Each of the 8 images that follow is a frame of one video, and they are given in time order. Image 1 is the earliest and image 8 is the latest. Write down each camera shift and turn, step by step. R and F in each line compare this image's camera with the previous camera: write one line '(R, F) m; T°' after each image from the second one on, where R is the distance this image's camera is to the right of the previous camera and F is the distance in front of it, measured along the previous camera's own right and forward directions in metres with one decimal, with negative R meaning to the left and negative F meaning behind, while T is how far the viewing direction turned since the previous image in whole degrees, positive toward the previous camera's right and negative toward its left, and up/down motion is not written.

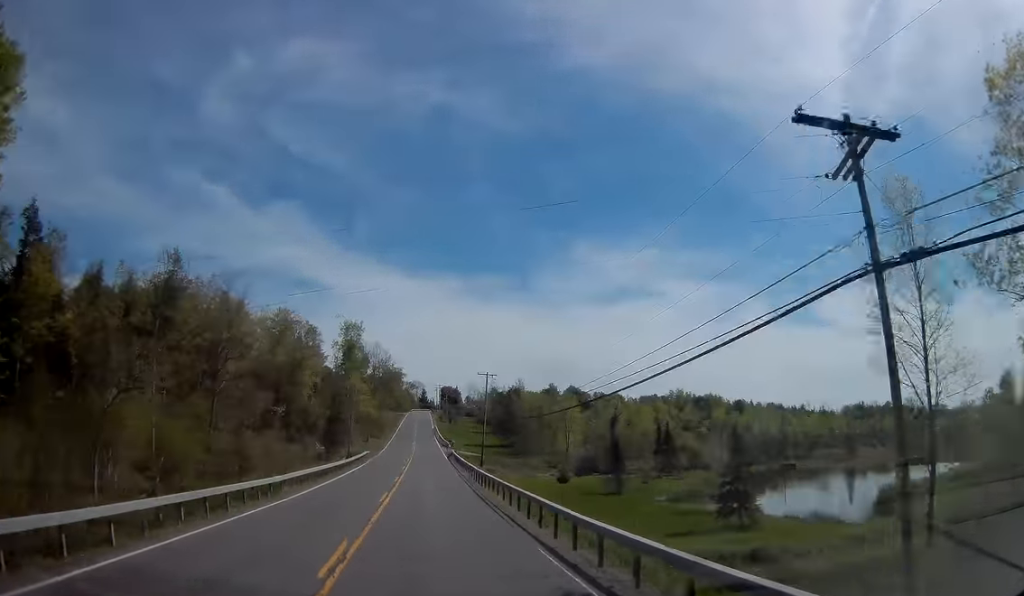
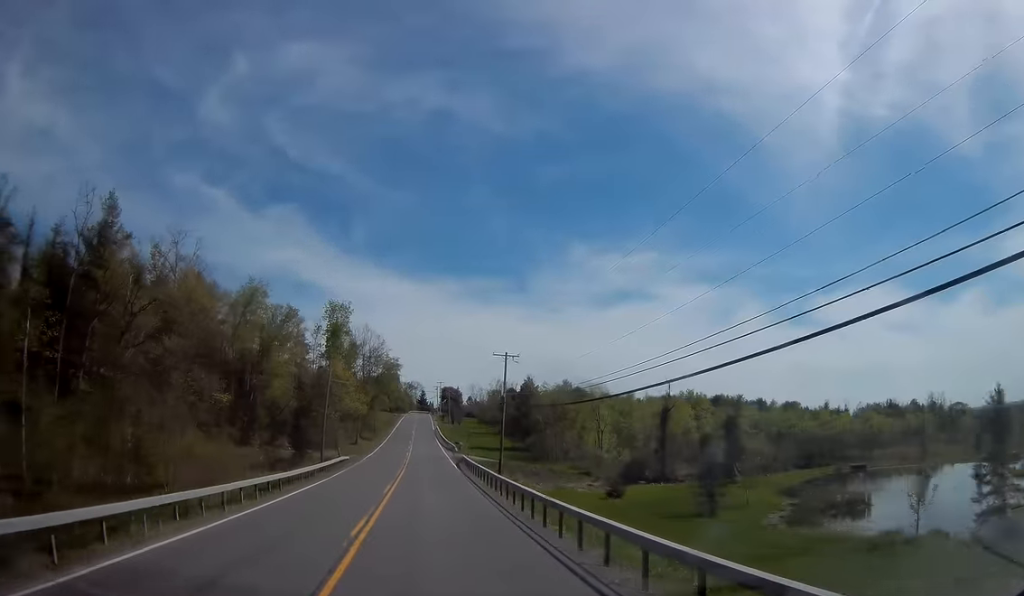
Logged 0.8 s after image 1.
(-0.2, +18.6) m; 0°
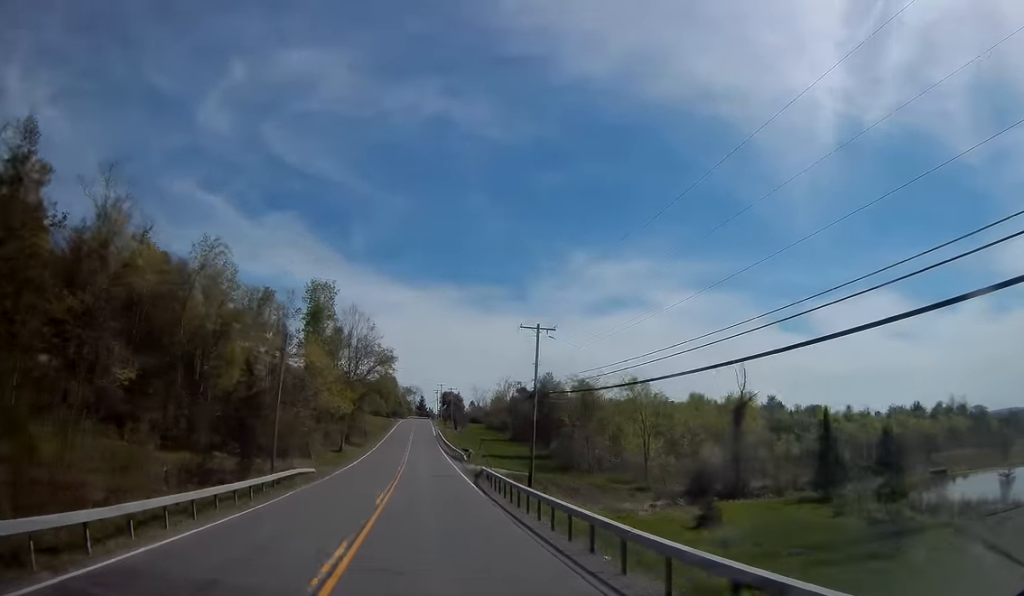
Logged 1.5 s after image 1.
(0.0, +17.1) m; +1°
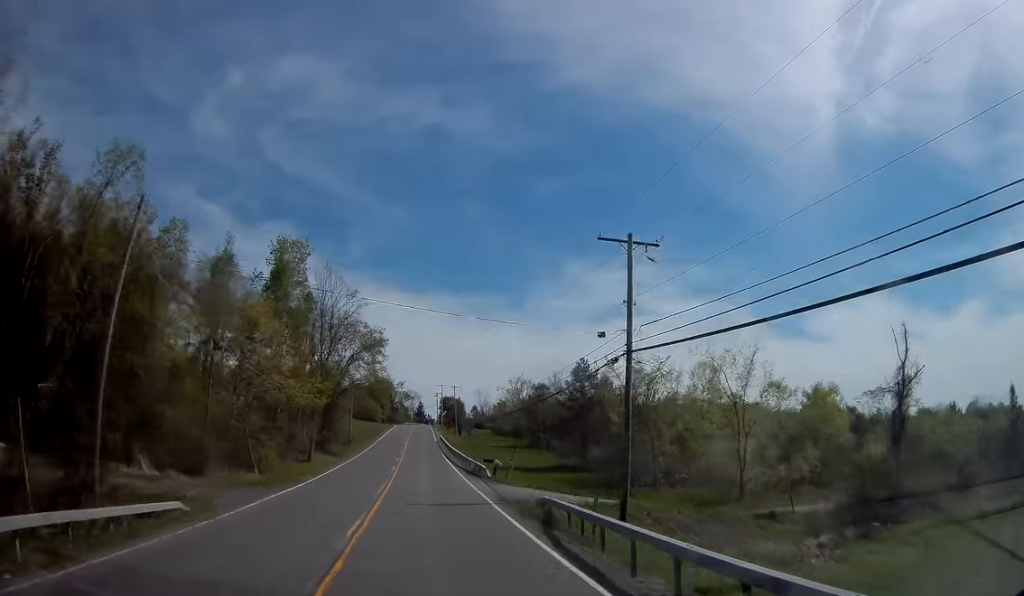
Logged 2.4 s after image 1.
(+0.4, +20.3) m; 0°
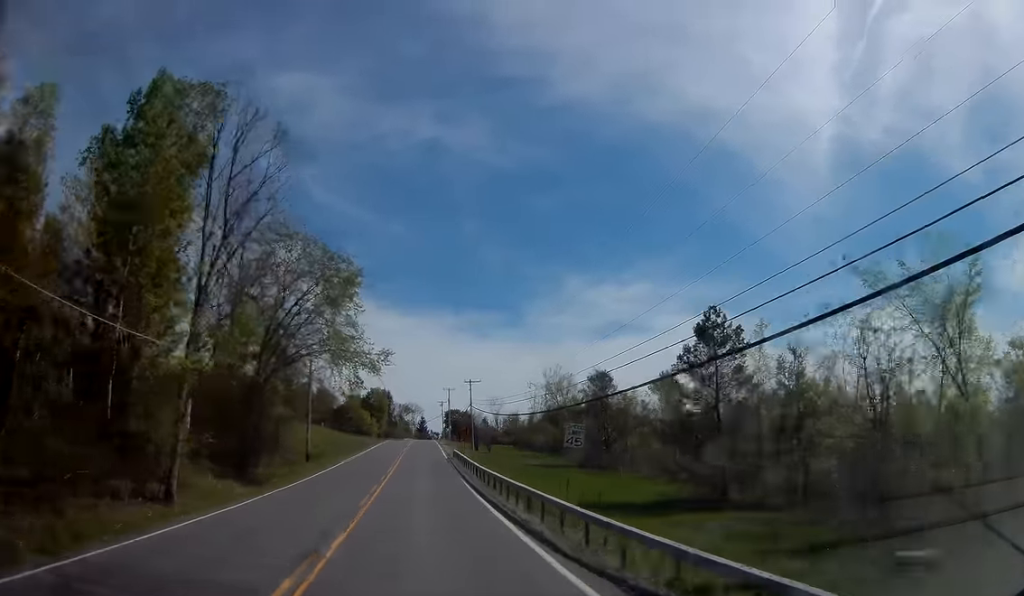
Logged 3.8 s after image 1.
(-0.4, +32.0) m; -1°
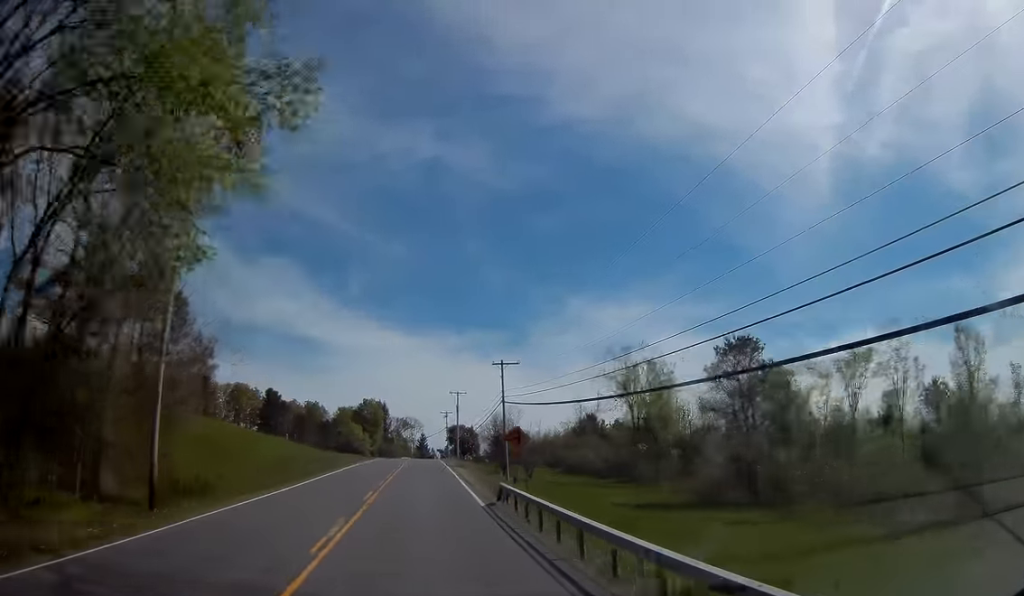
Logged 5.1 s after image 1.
(0.0, +30.4) m; 0°
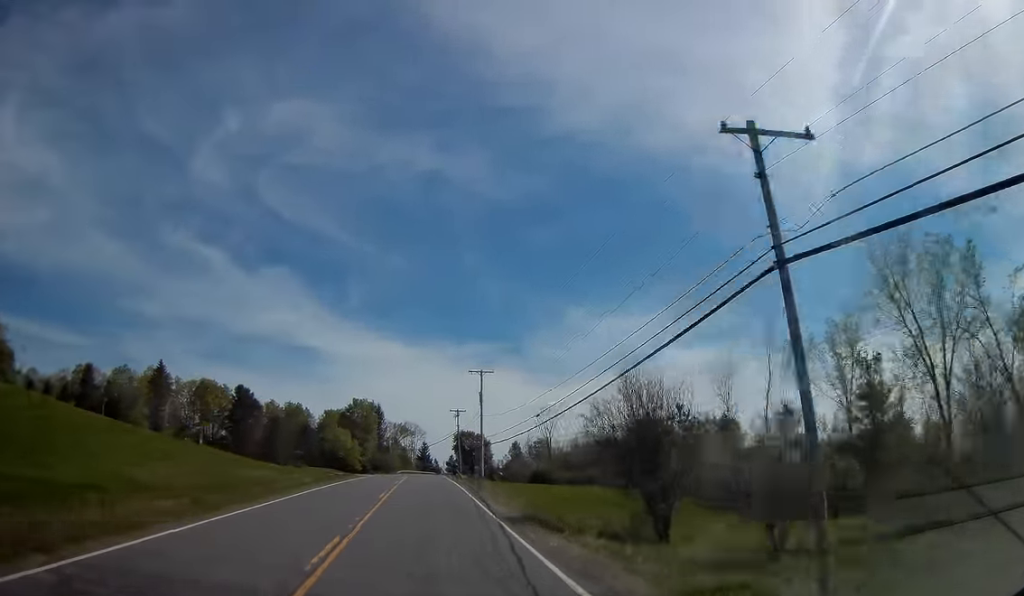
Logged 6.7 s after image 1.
(0.0, +36.5) m; 0°
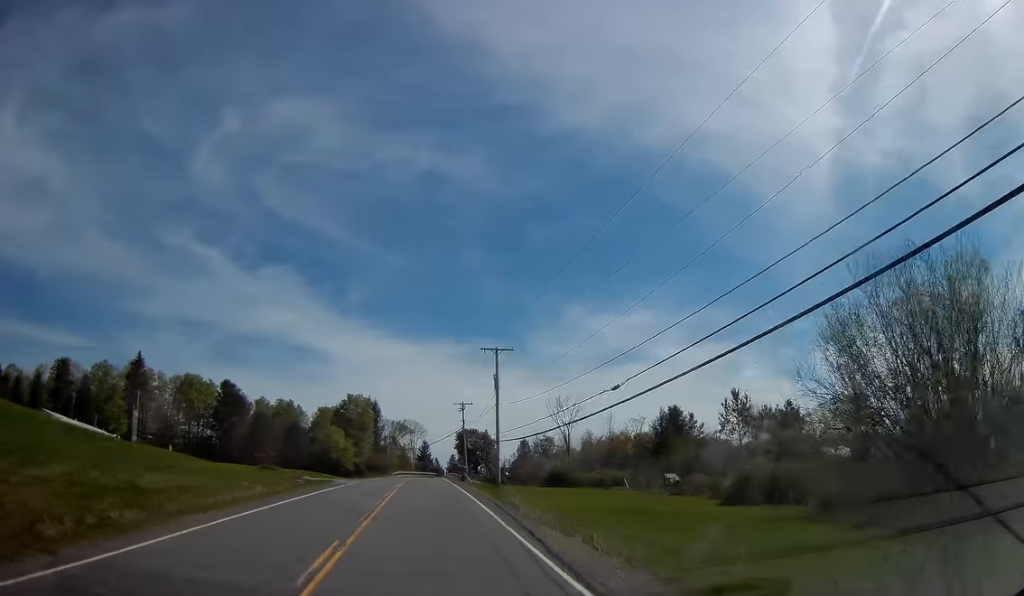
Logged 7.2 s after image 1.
(0.0, +12.7) m; 0°
